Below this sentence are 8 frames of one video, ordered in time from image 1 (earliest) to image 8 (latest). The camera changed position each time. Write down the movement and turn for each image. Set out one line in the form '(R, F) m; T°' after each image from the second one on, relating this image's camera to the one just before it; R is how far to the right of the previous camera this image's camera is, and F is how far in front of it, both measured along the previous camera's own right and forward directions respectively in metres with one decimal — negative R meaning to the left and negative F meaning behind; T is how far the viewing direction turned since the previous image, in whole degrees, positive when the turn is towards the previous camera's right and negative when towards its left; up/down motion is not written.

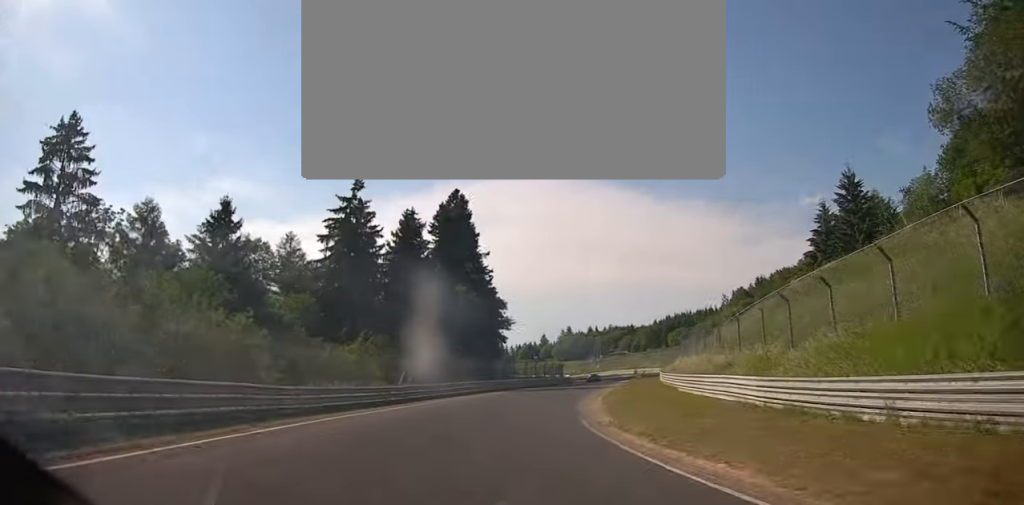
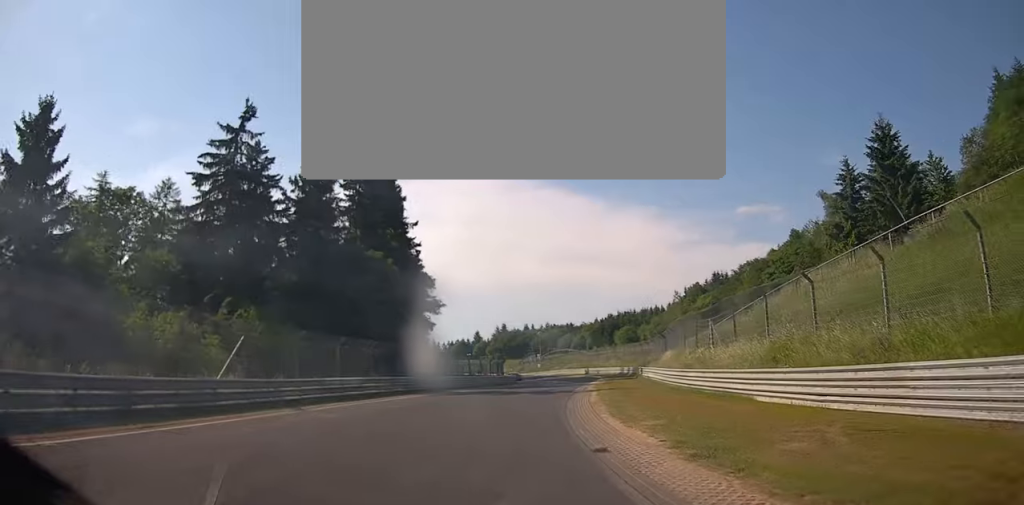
(+1.5, +17.1) m; +5°
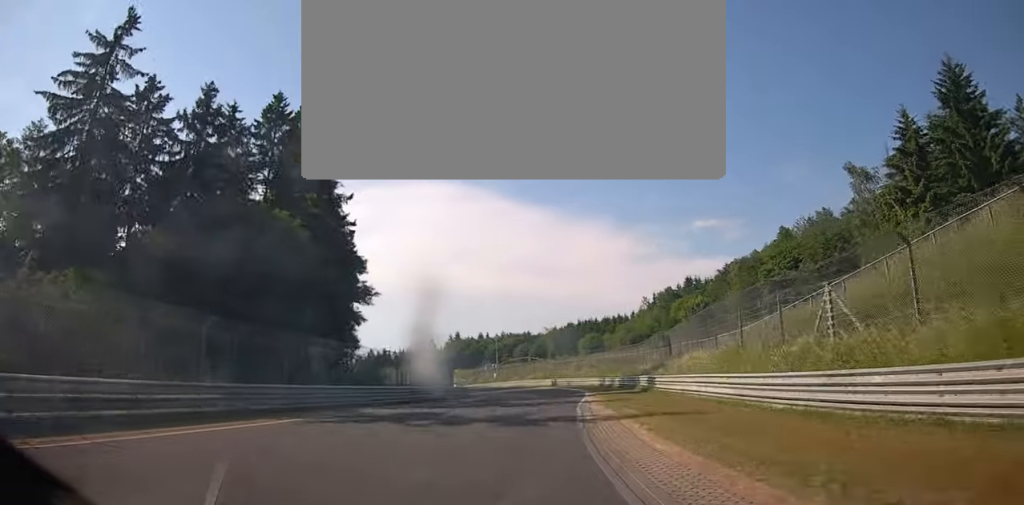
(+0.5, +14.9) m; +2°
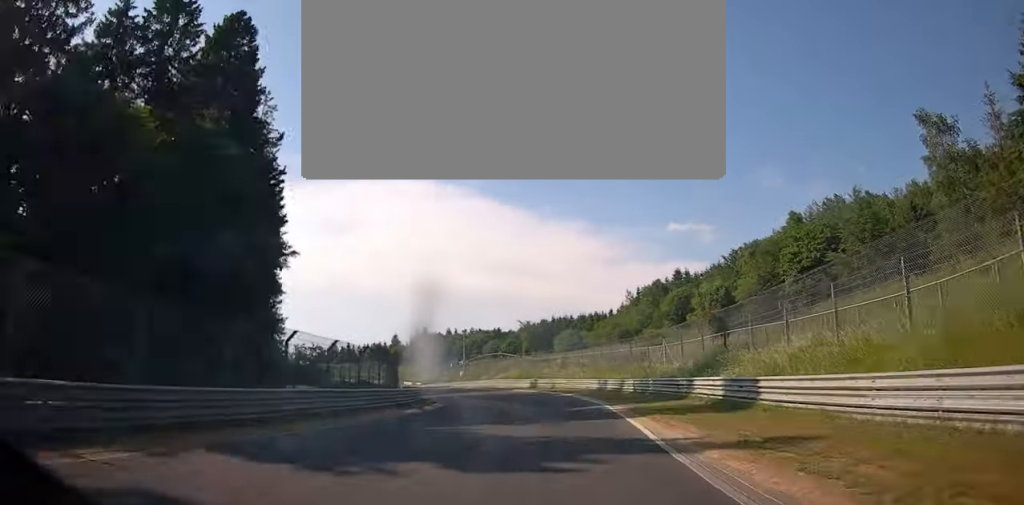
(+0.6, +16.0) m; 0°
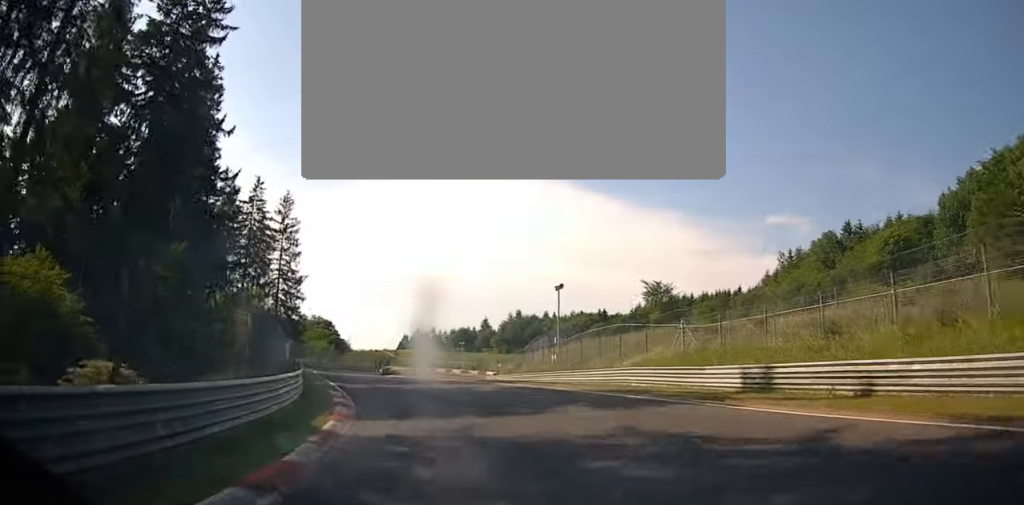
(-1.5, +43.1) m; -9°
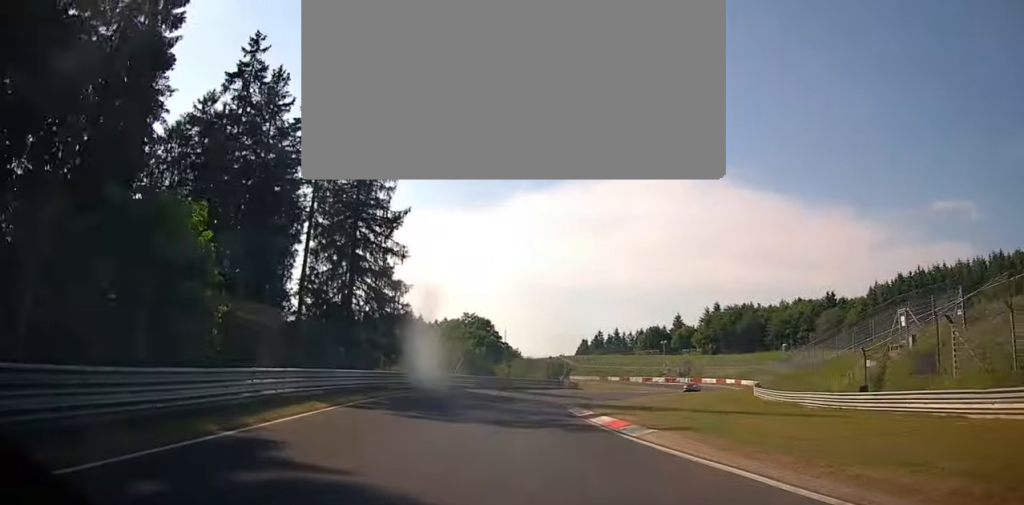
(-7.4, +45.4) m; -11°
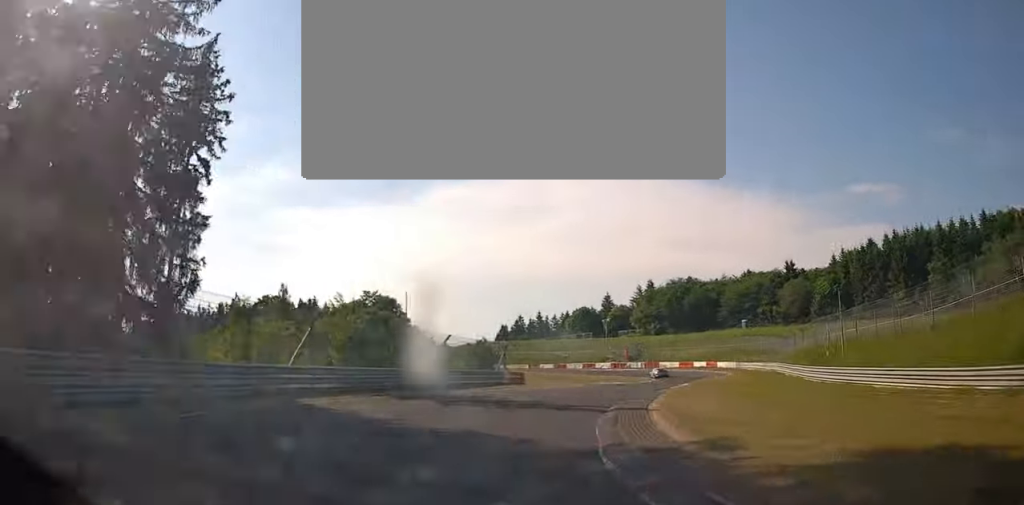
(-0.2, +23.1) m; +5°
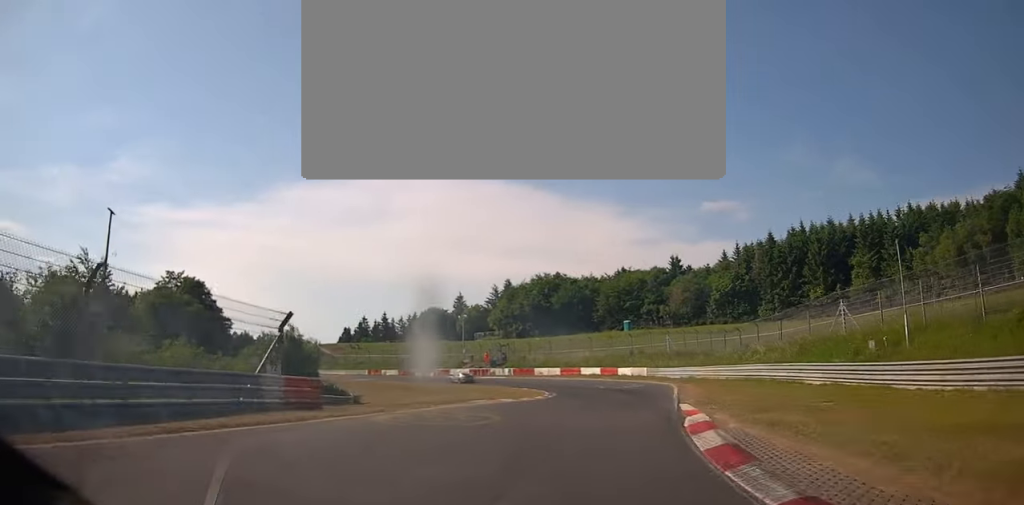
(+1.4, +21.1) m; +10°
